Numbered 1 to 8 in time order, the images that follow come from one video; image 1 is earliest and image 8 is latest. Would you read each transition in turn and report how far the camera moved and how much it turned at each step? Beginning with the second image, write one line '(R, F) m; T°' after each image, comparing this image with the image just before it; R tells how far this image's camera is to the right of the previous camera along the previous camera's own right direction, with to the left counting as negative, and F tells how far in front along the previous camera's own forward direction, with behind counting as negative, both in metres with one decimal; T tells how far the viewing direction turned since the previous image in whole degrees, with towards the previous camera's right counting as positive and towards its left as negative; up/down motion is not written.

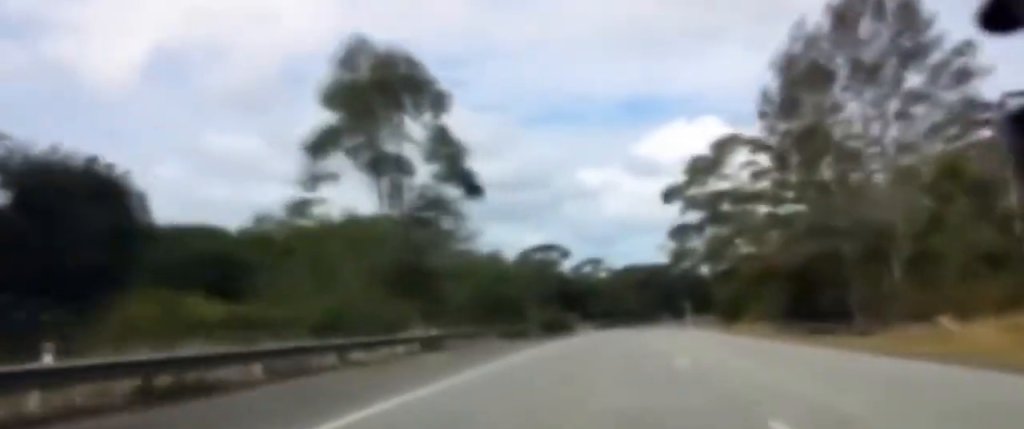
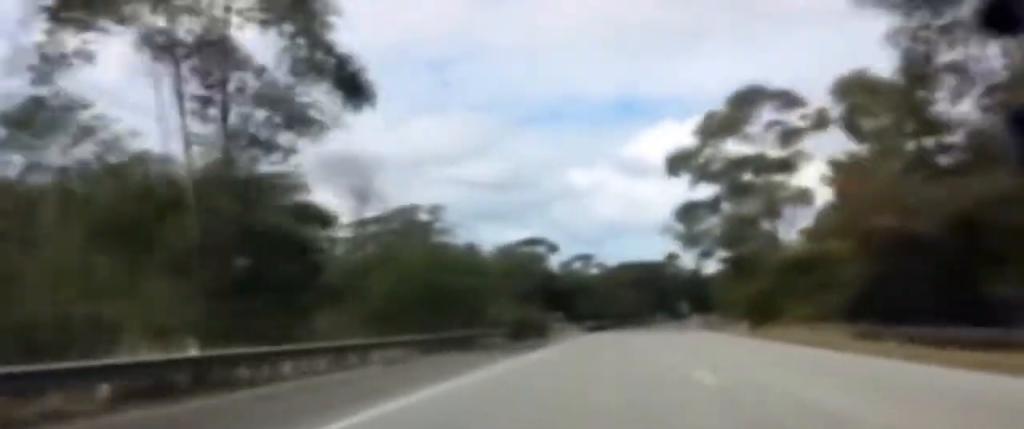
(+0.2, +16.6) m; +1°
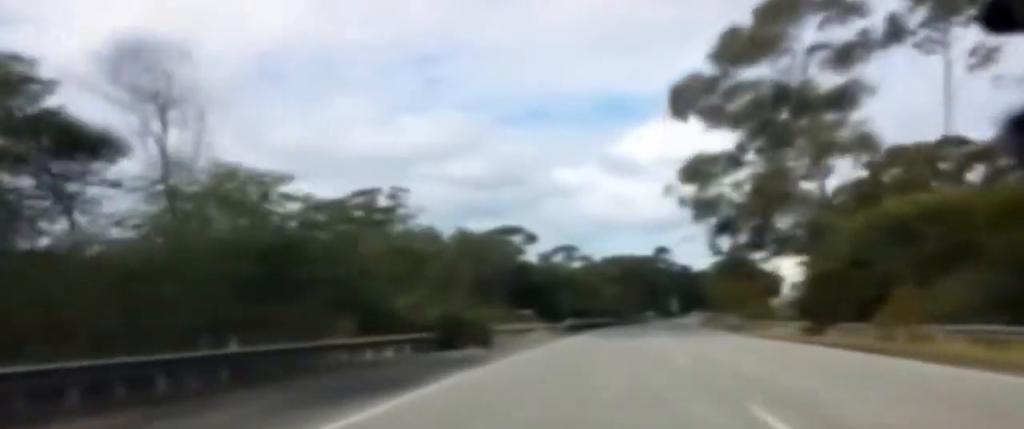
(+0.1, +18.4) m; +1°
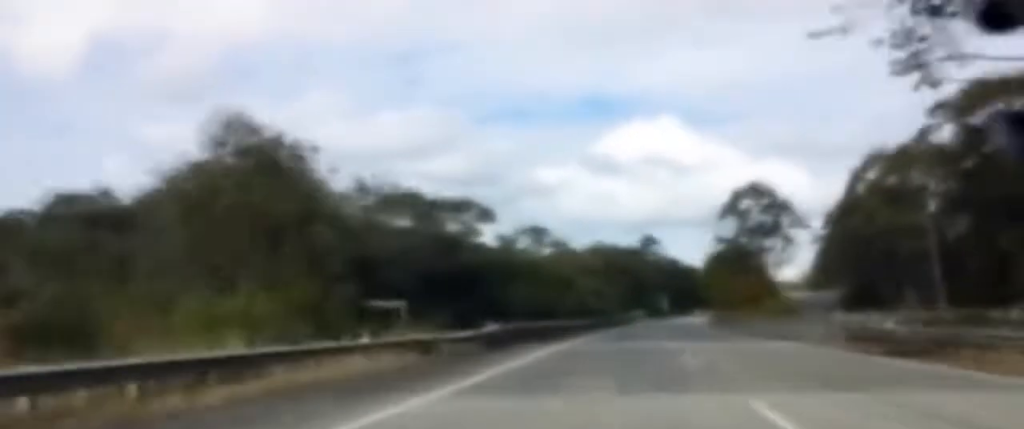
(+0.3, +35.0) m; +1°
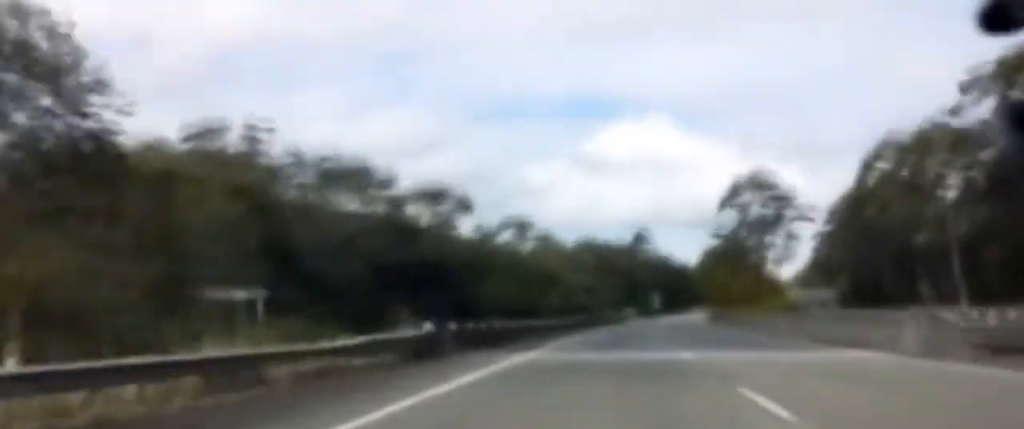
(0.0, +11.1) m; 0°
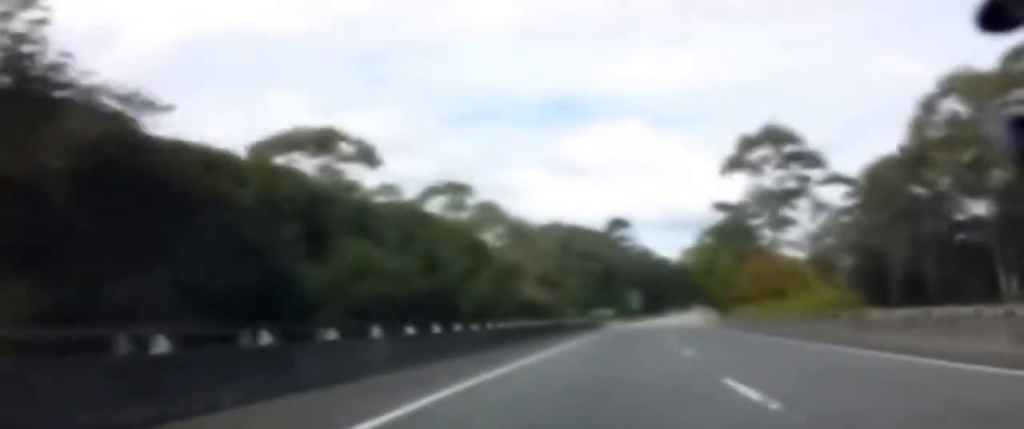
(+0.5, +34.0) m; +2°
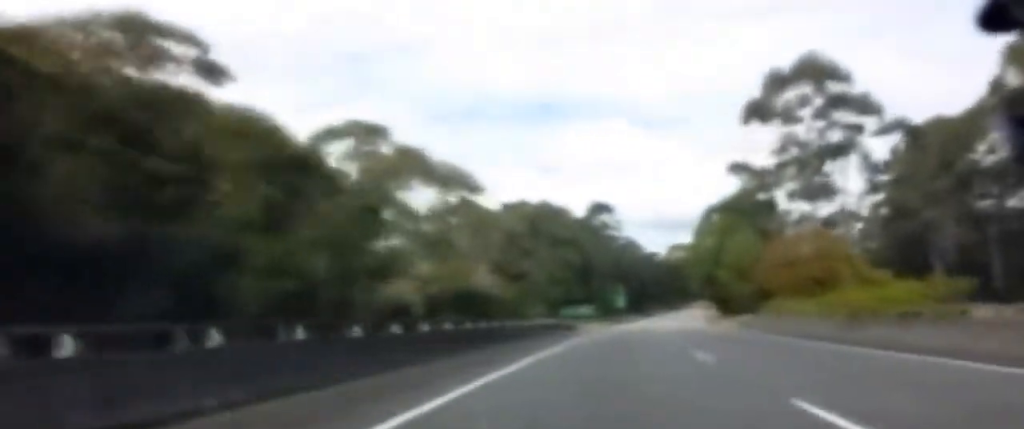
(+0.3, +27.4) m; +1°
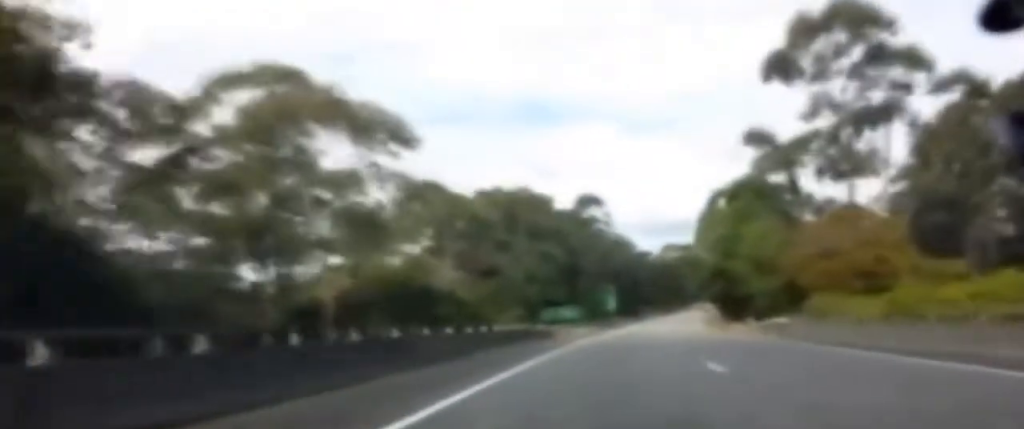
(0.0, +14.5) m; 0°
